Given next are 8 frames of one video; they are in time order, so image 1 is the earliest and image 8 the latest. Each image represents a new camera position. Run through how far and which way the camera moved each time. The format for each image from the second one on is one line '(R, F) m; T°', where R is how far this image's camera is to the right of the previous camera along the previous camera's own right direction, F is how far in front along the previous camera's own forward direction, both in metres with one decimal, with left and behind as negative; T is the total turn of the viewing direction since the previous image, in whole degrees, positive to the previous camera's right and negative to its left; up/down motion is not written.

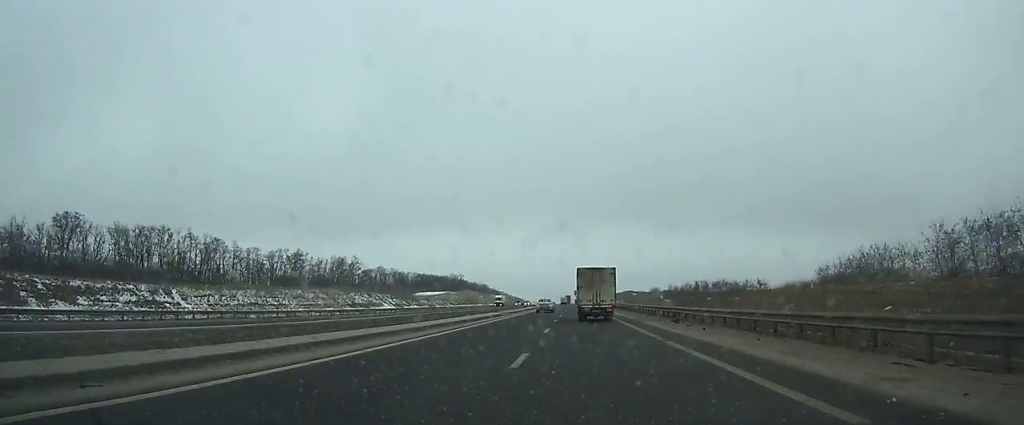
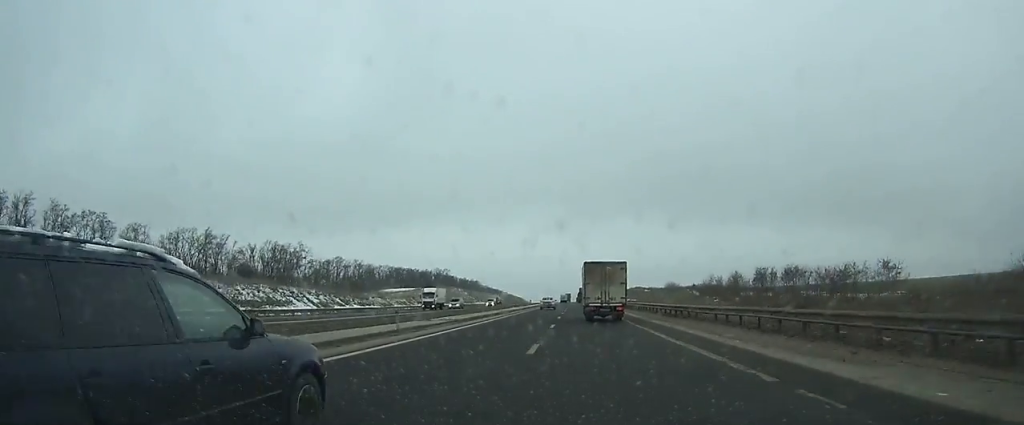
(-0.1, +46.0) m; -1°
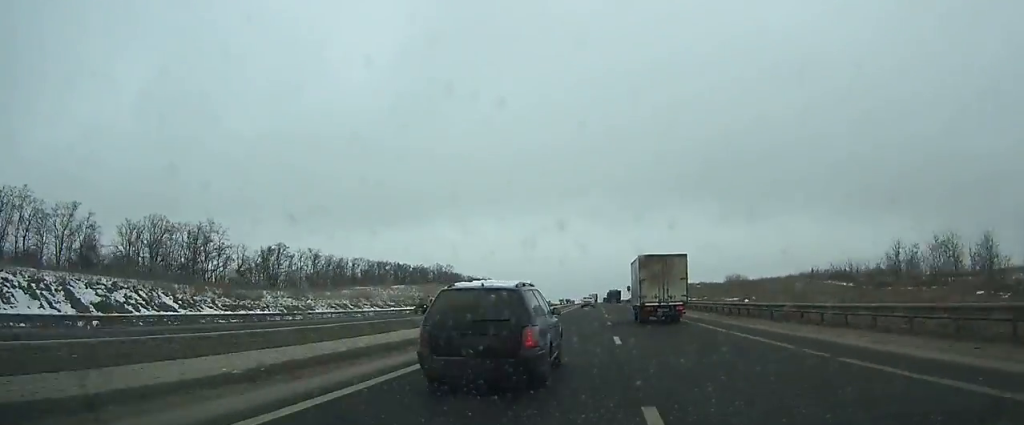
(-0.6, +58.4) m; 0°
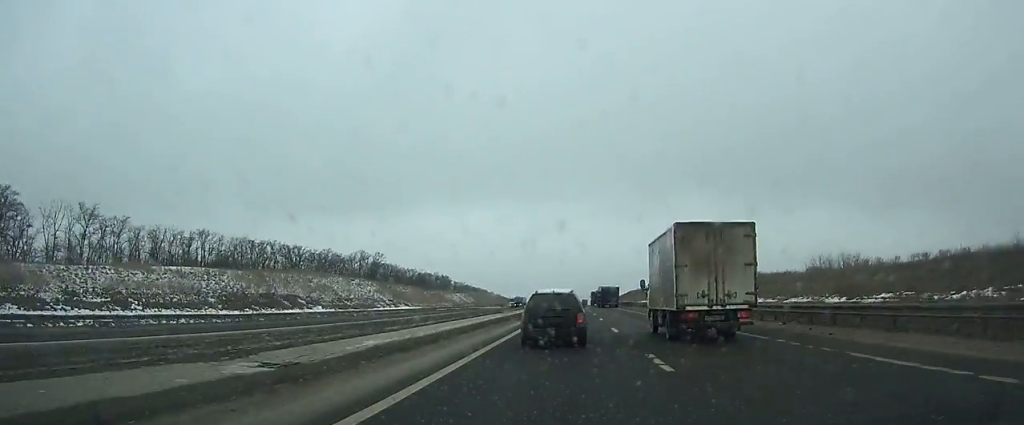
(+0.6, +78.4) m; +1°
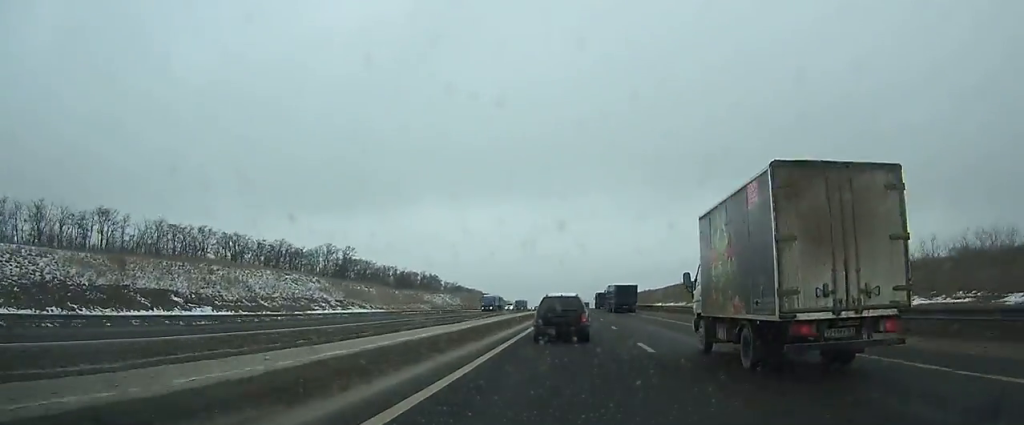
(+0.1, +32.2) m; 0°
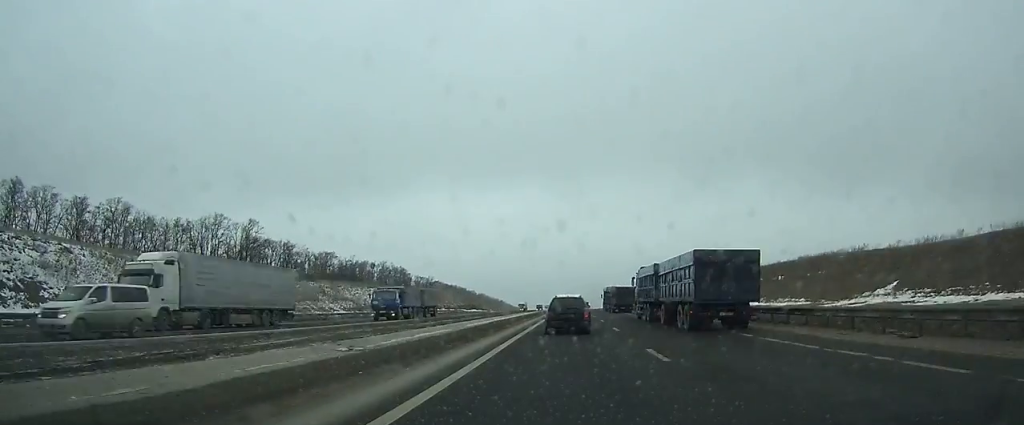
(+0.3, +62.5) m; 0°
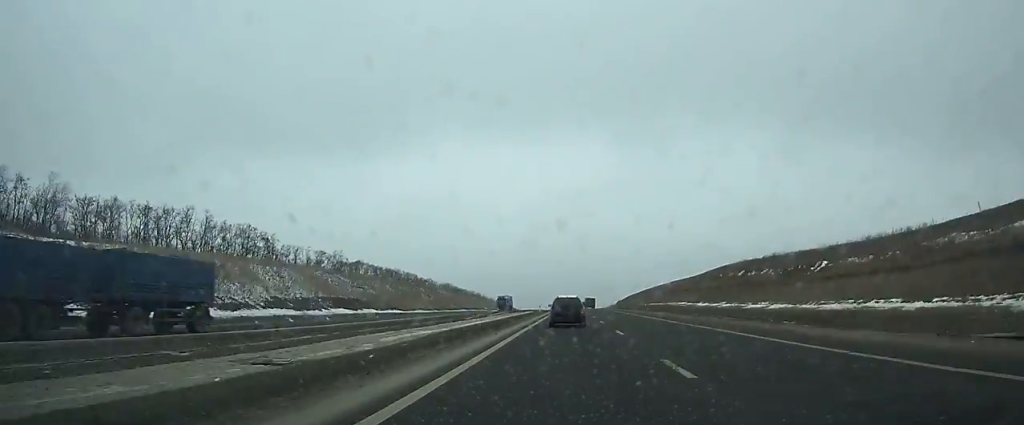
(-0.7, +135.6) m; 0°
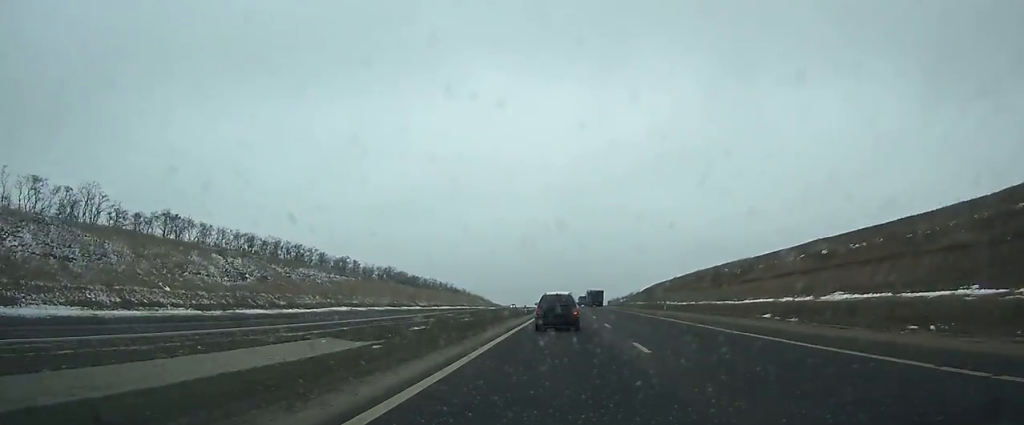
(+0.4, +115.4) m; 0°
